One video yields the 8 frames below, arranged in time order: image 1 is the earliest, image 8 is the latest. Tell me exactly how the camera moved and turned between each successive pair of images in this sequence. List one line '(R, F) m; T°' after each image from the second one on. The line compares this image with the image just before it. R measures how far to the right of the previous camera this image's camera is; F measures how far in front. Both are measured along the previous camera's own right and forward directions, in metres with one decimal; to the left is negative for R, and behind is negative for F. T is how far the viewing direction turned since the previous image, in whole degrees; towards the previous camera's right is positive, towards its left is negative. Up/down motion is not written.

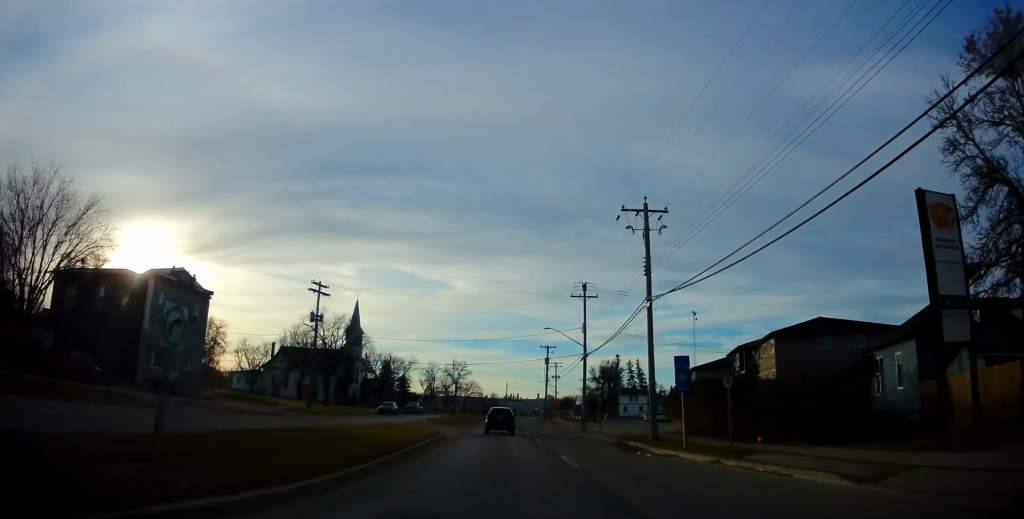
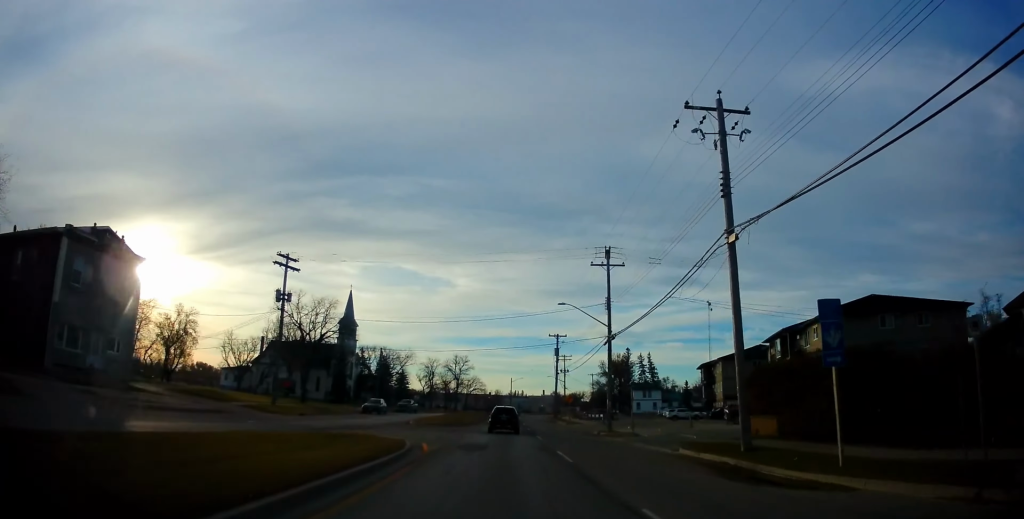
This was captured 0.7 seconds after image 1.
(0.0, +9.8) m; 0°
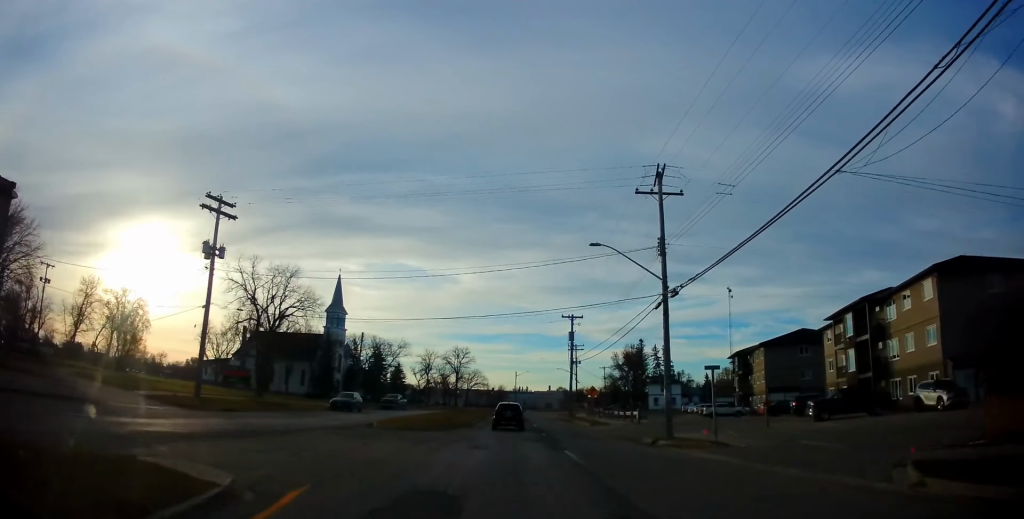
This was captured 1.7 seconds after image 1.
(+0.1, +12.7) m; +1°
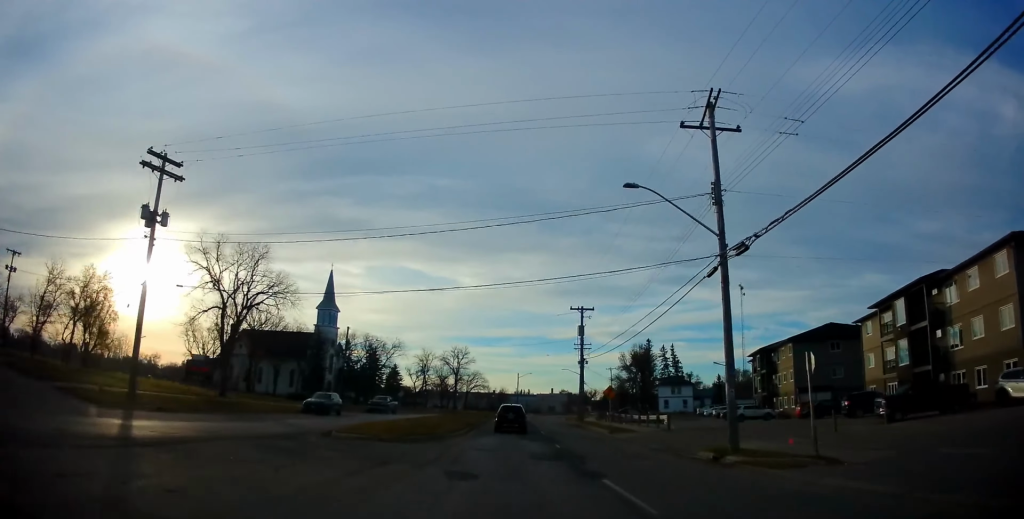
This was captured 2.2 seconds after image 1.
(-0.1, +7.0) m; +1°
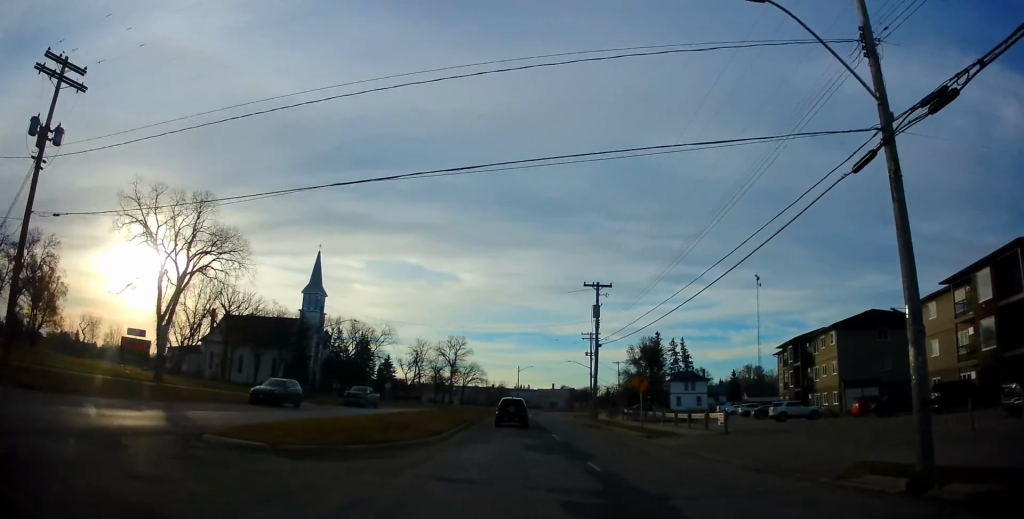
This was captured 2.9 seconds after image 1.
(+0.2, +9.1) m; 0°
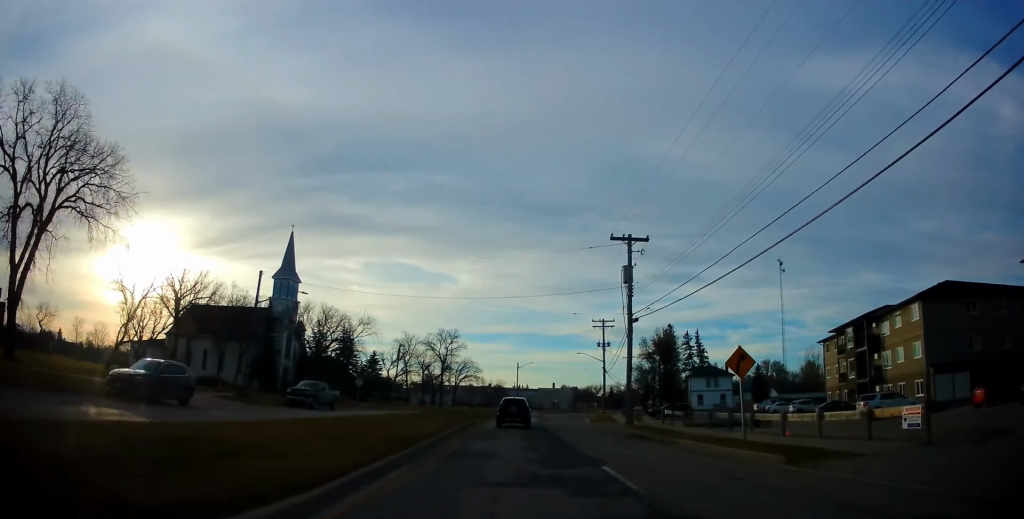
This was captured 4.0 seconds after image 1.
(-0.2, +13.0) m; -1°
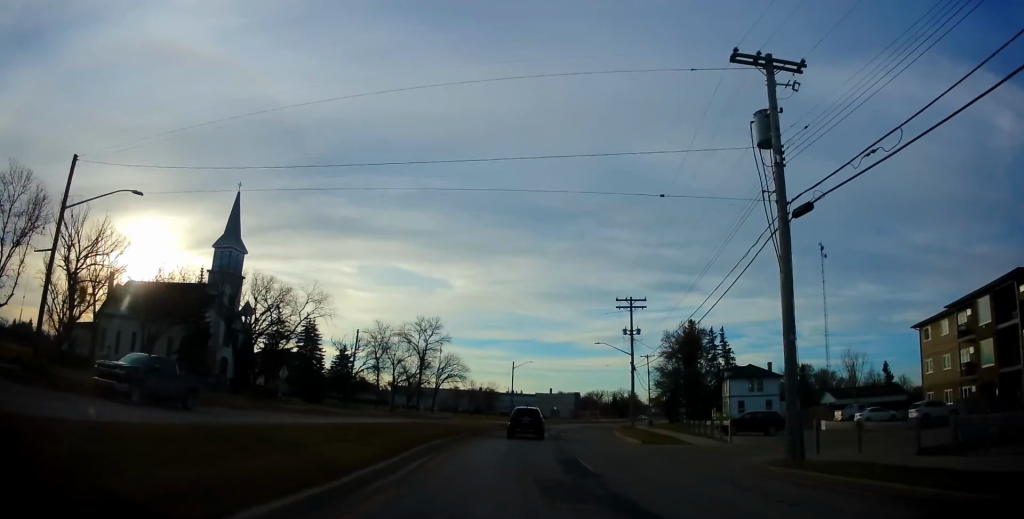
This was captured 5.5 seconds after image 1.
(+0.2, +18.9) m; +1°
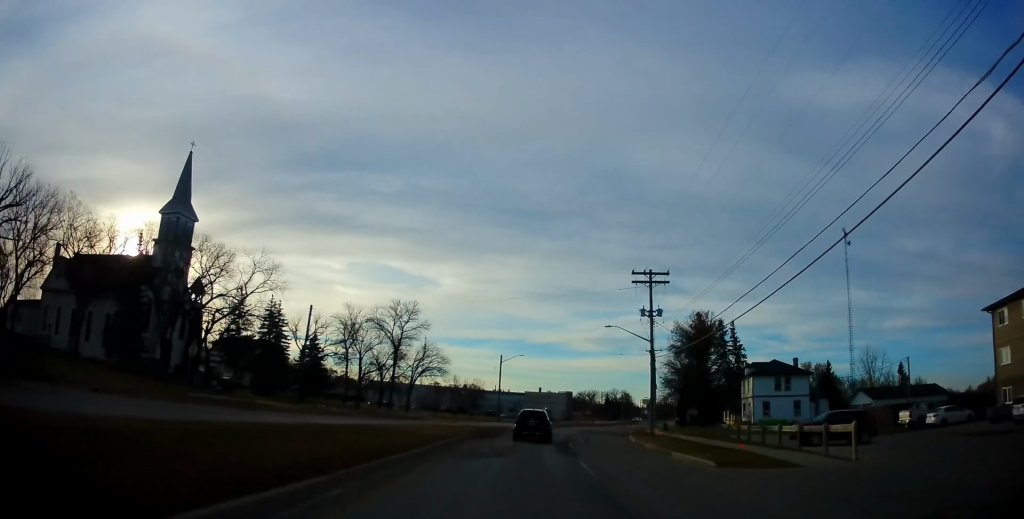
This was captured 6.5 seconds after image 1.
(0.0, +10.6) m; +1°
